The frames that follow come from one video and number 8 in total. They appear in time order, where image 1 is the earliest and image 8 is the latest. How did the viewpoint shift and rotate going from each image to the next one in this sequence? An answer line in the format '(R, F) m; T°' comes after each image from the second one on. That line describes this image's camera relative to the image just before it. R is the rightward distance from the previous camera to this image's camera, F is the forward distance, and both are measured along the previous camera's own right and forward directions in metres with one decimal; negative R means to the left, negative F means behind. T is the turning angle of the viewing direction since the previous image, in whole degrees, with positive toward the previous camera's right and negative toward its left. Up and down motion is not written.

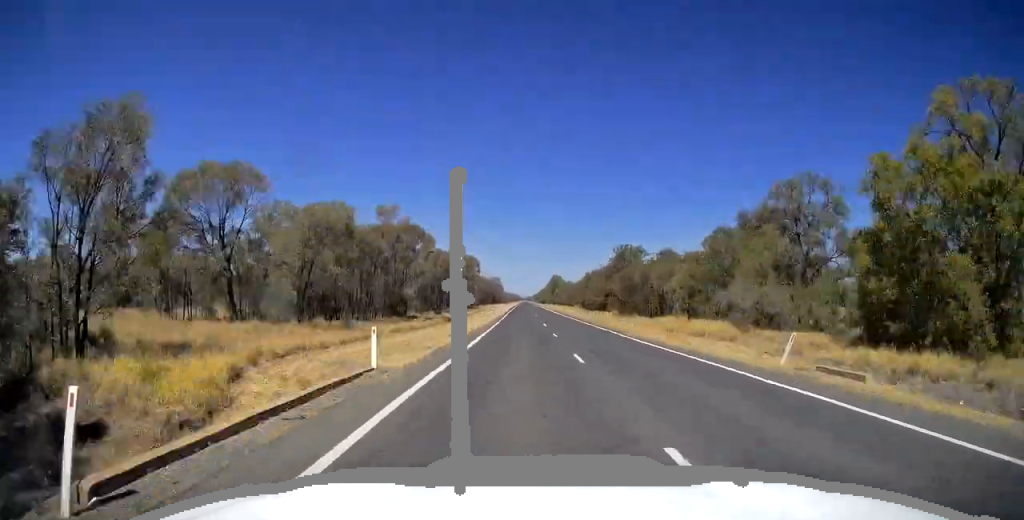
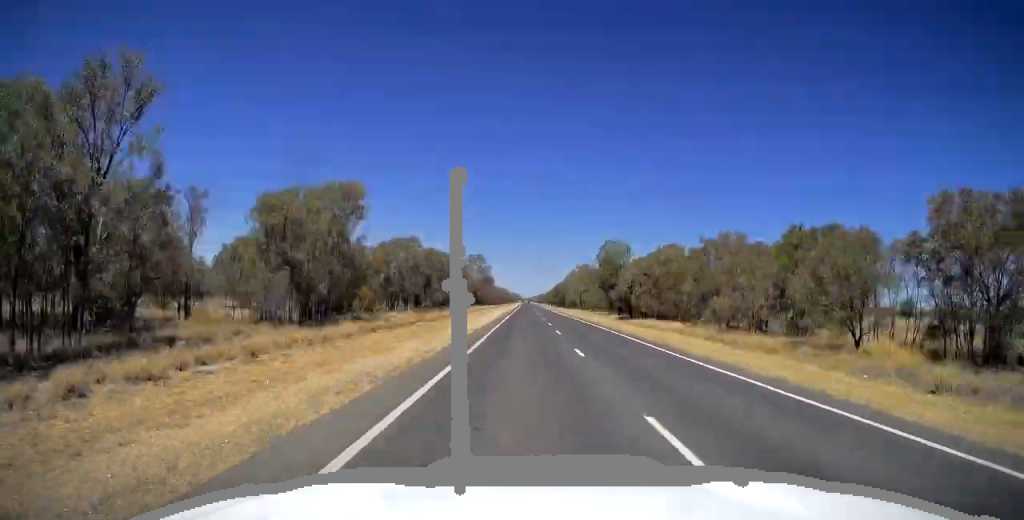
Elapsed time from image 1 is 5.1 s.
(-0.5, +143.4) m; 0°
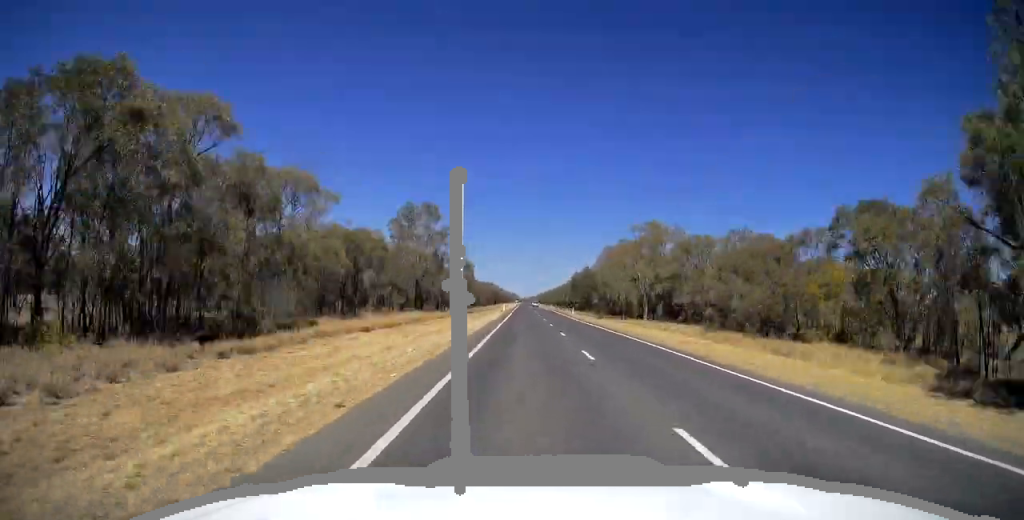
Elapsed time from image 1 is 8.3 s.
(+0.3, +89.6) m; 0°
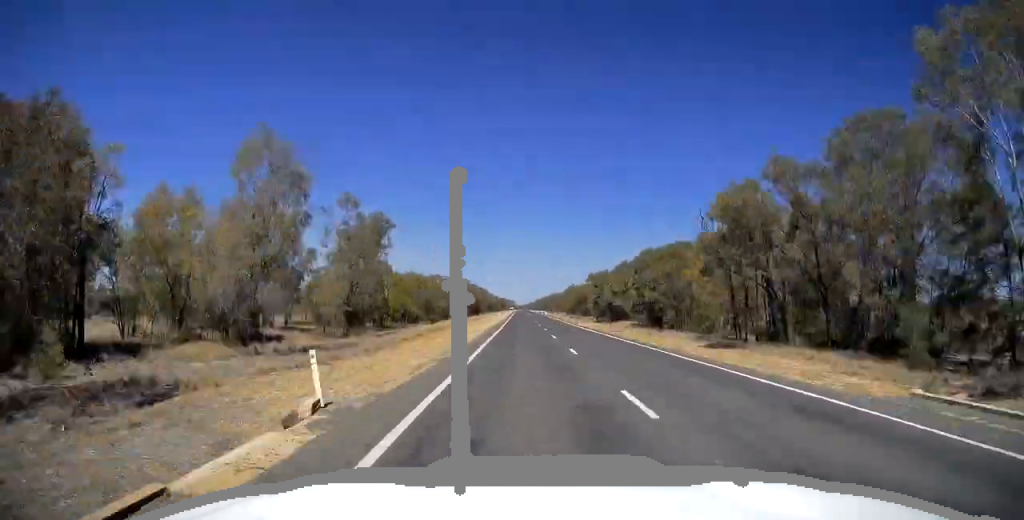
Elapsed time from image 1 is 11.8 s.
(+0.3, +98.6) m; 0°
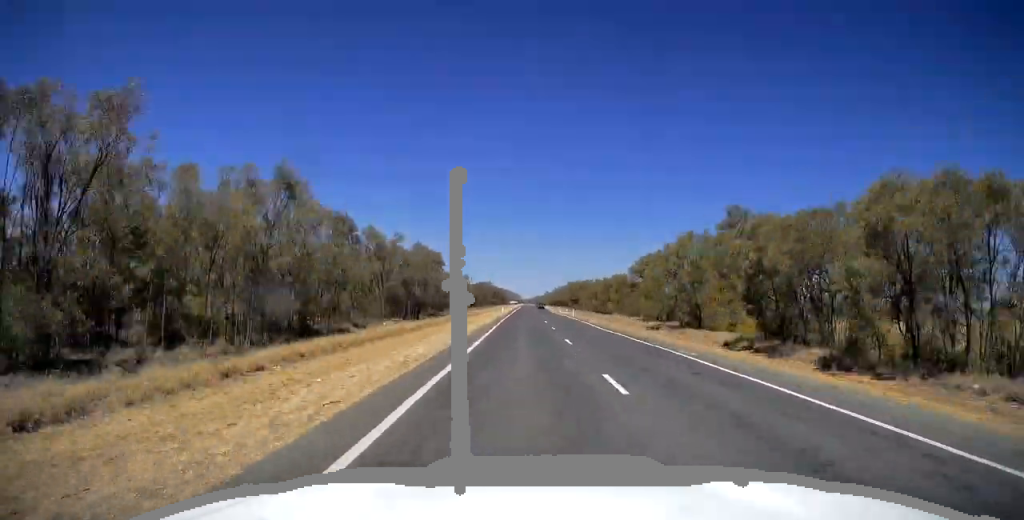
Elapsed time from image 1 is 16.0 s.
(-0.5, +116.5) m; 0°
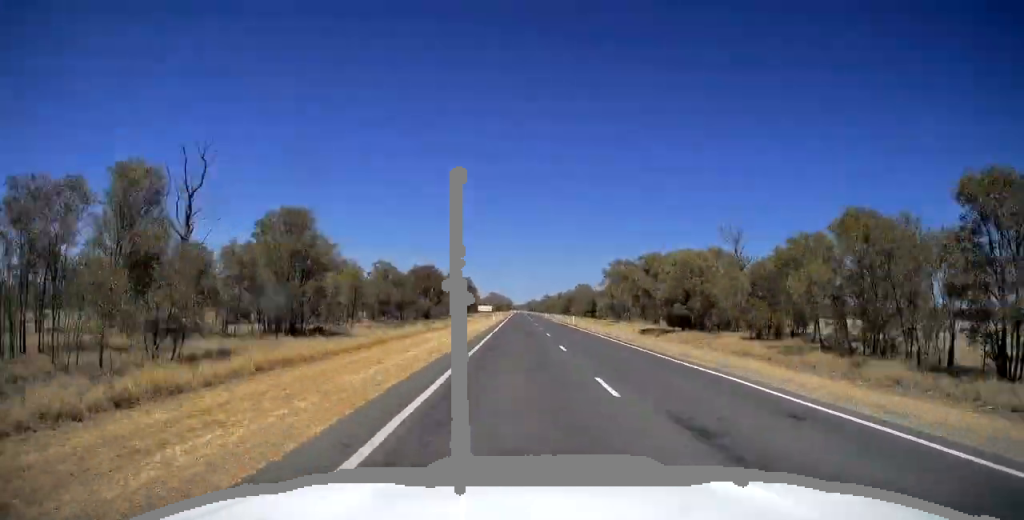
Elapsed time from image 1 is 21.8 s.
(-0.4, +161.3) m; 0°
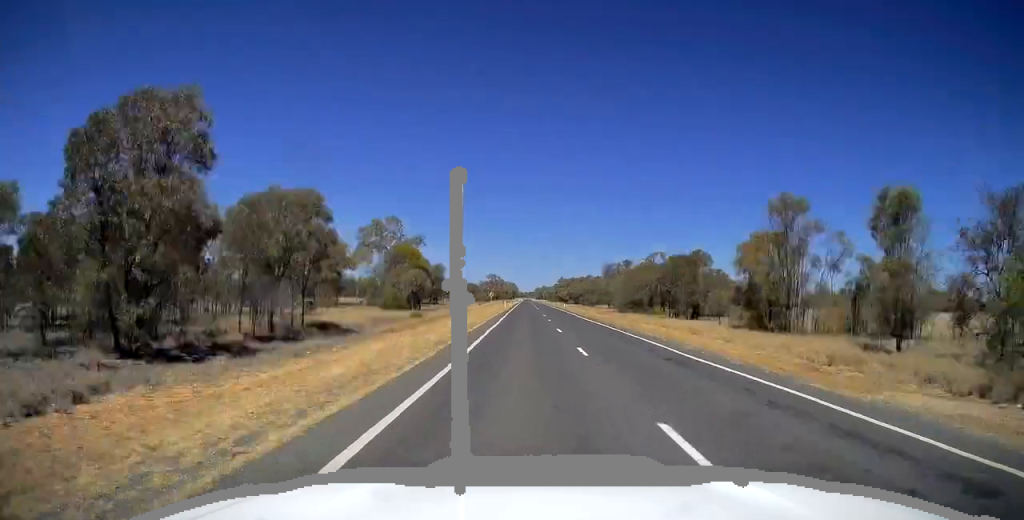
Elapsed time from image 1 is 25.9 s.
(+0.4, +116.5) m; 0°
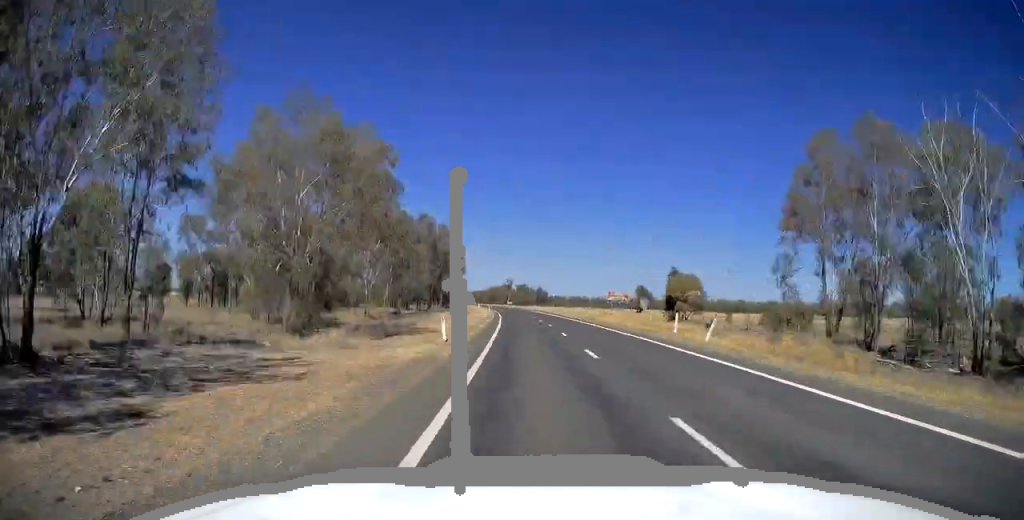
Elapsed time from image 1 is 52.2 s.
(-9.5, +733.6) m; -5°
